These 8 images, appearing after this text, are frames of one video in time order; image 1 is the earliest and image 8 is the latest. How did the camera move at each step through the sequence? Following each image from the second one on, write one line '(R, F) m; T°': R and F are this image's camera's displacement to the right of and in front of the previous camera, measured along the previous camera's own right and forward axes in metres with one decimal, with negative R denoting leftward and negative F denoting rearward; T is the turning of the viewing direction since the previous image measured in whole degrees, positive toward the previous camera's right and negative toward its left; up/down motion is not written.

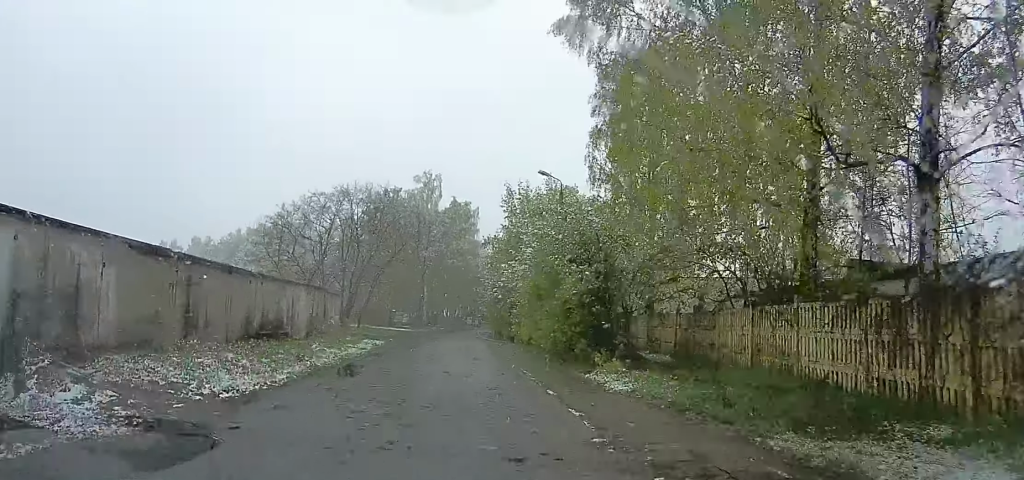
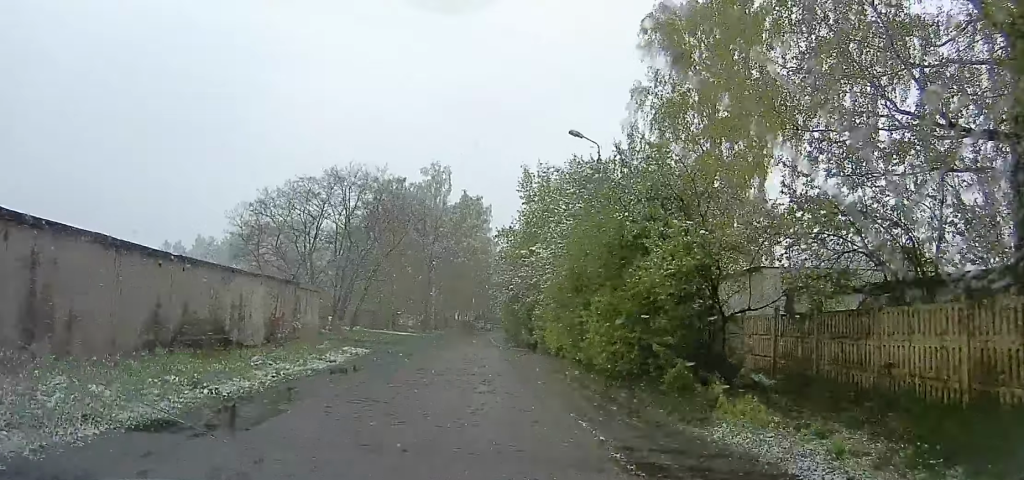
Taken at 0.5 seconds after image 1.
(0.0, +5.6) m; 0°
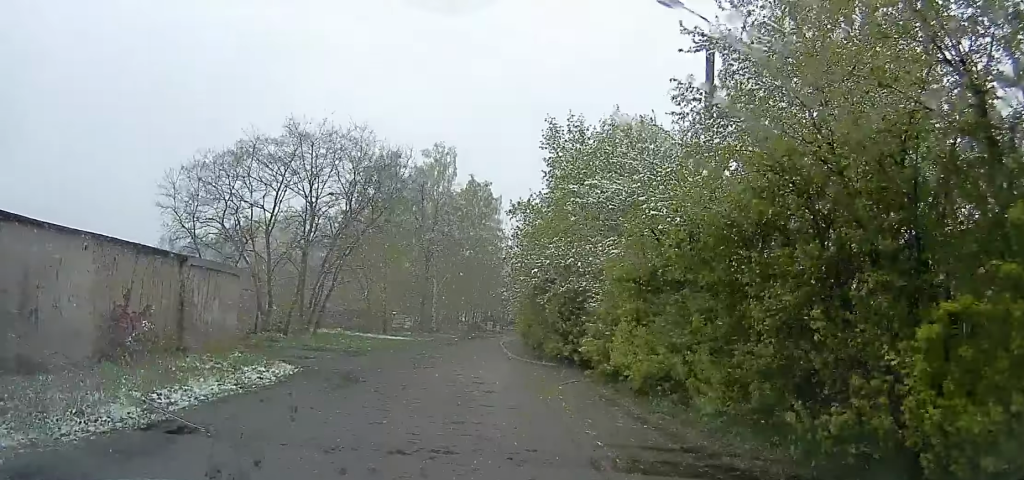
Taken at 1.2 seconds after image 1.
(0.0, +8.6) m; 0°
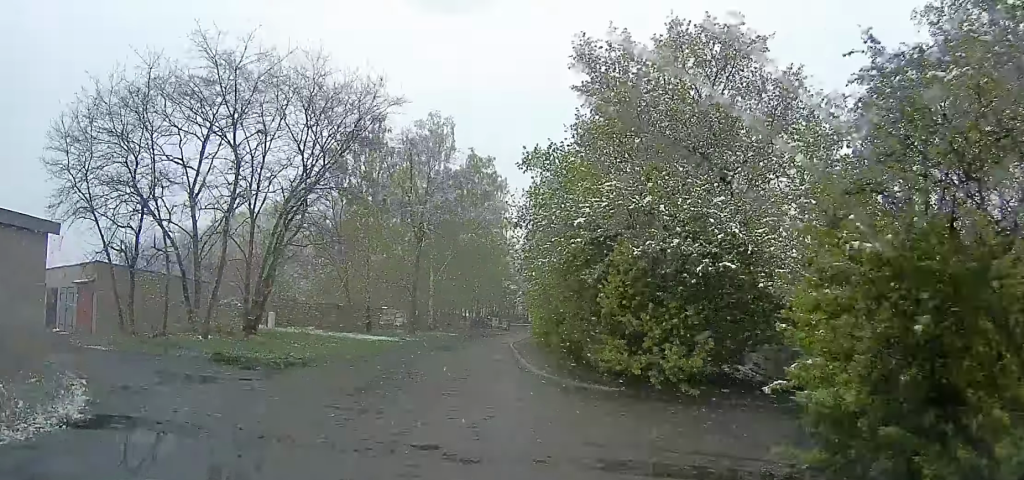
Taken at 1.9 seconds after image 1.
(0.0, +7.7) m; 0°
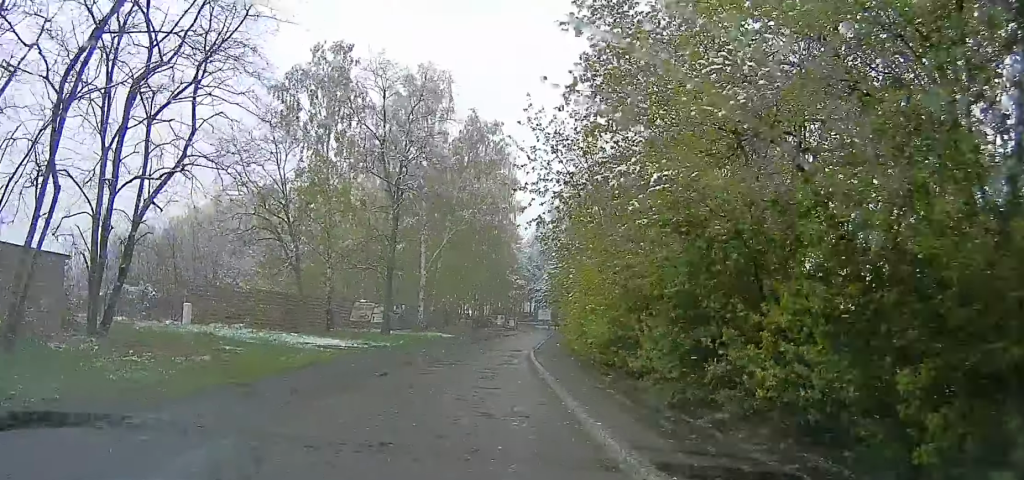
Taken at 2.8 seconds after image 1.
(0.0, +10.2) m; 0°
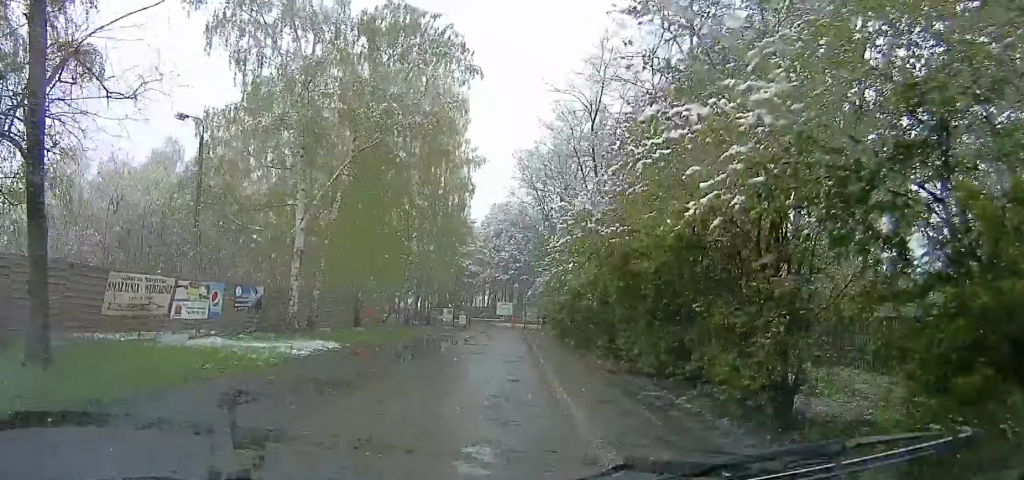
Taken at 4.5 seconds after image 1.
(-0.1, +18.5) m; 0°
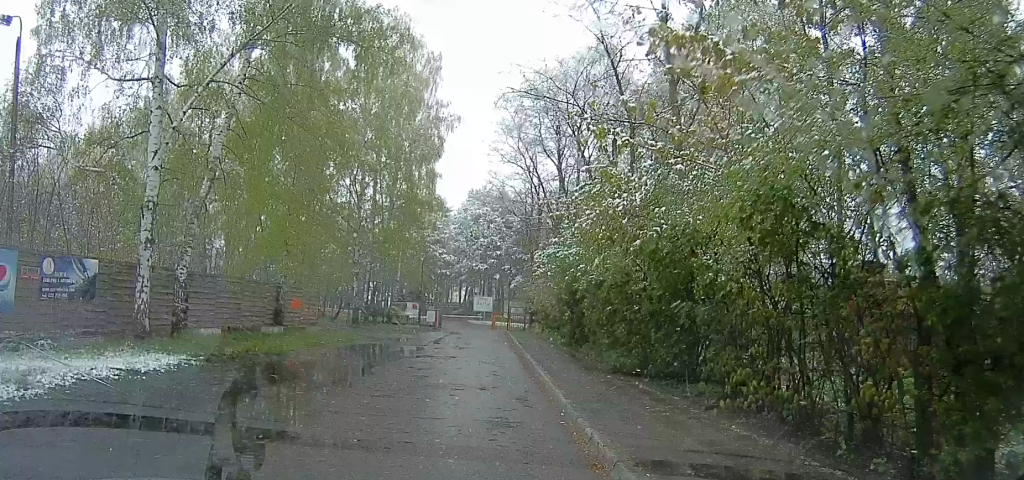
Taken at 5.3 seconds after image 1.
(0.0, +8.5) m; 0°
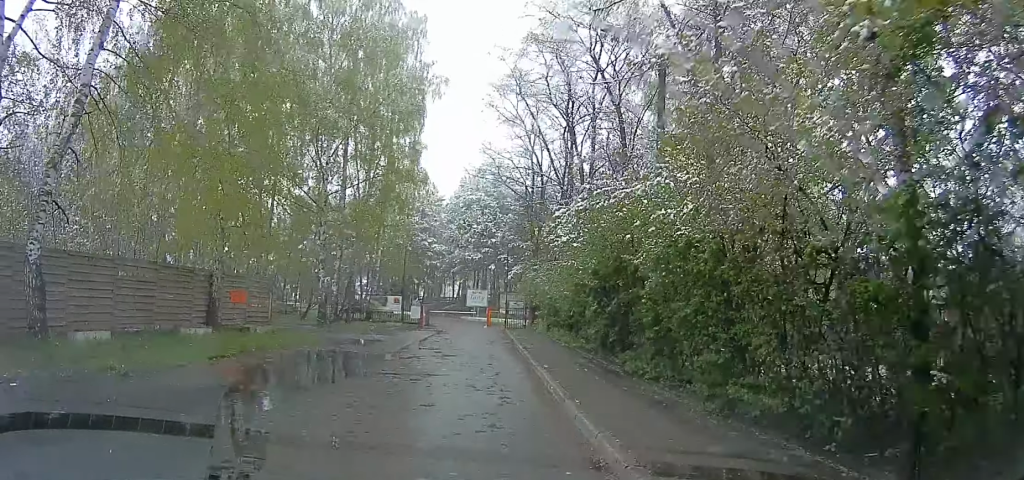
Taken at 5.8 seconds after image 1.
(0.0, +5.0) m; 0°
